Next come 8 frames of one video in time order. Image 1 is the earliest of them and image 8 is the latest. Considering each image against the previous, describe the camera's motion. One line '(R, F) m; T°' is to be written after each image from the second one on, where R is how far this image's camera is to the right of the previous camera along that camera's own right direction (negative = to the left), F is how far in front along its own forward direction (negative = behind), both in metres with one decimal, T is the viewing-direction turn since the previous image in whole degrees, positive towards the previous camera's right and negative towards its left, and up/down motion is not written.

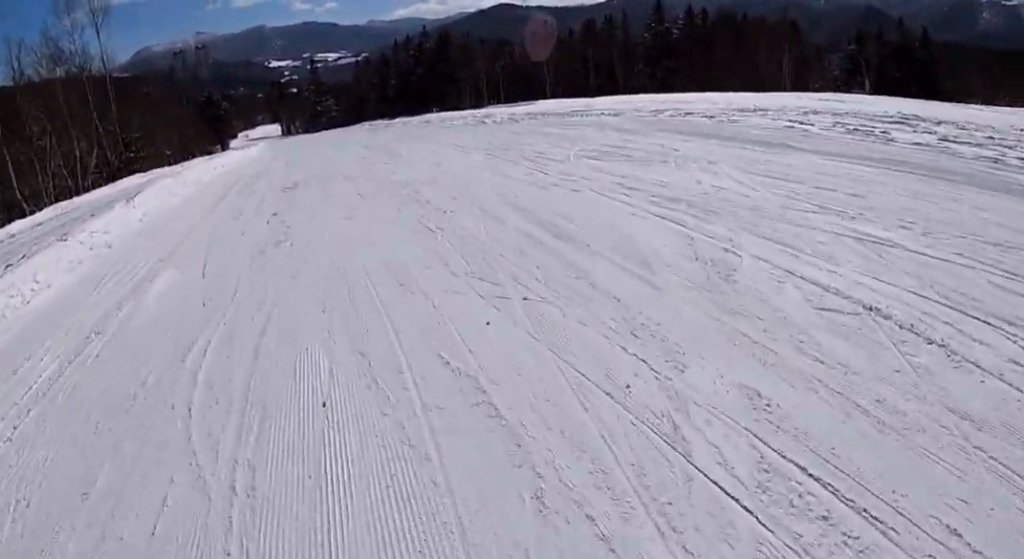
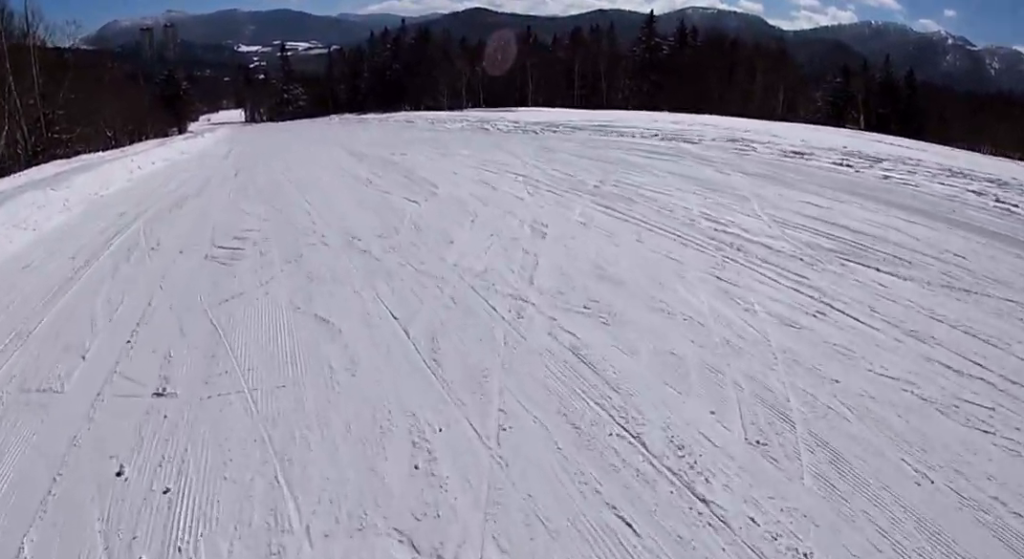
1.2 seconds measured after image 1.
(+0.1, +7.8) m; -3°
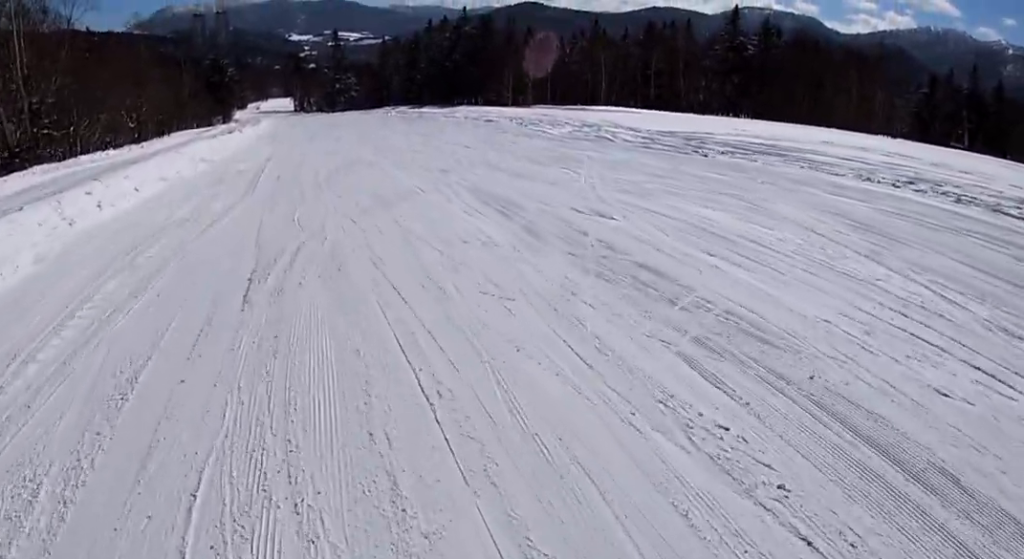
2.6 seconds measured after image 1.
(-0.3, +9.9) m; -3°
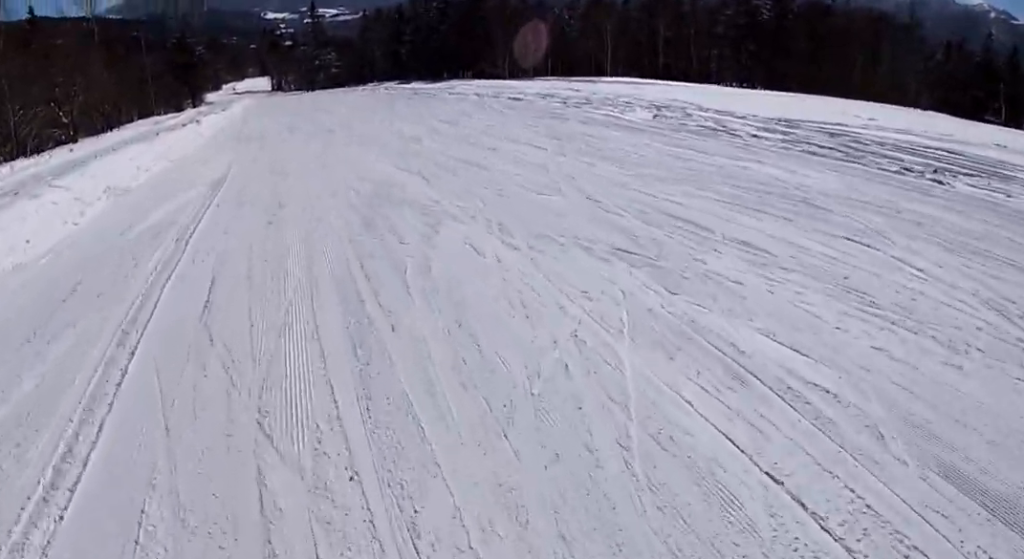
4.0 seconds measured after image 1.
(+0.4, +10.1) m; +3°
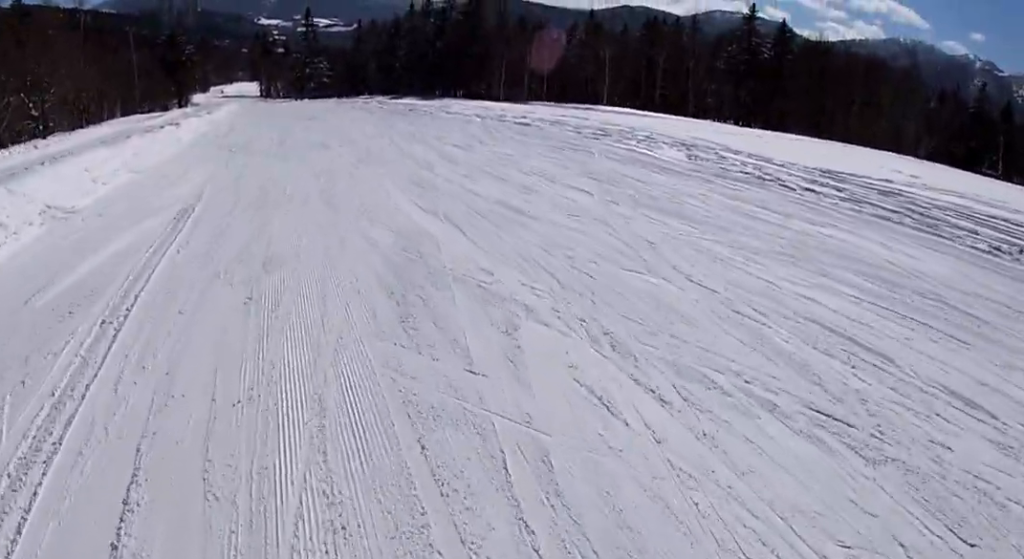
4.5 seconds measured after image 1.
(+0.6, +3.1) m; -3°
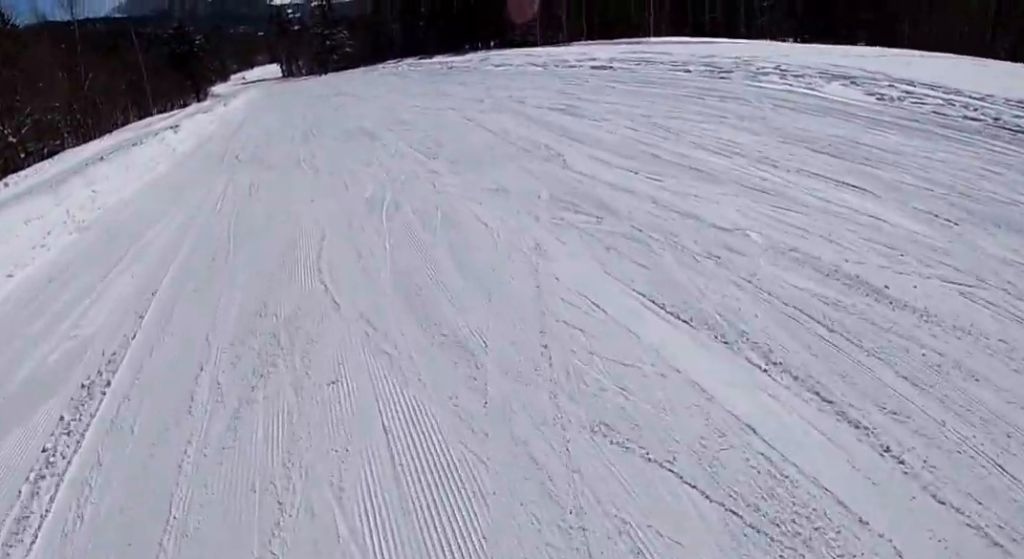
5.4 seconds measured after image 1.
(-1.2, +6.5) m; -1°
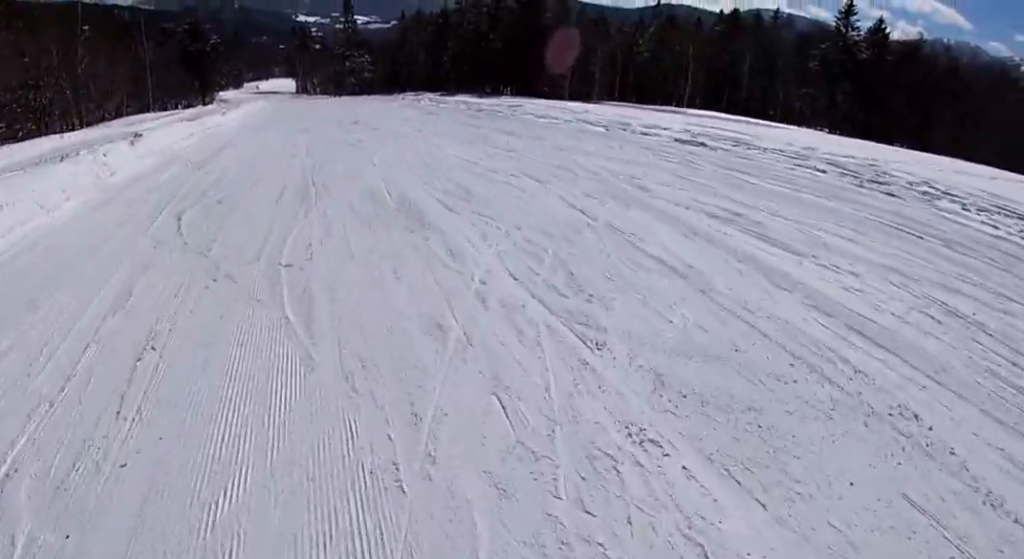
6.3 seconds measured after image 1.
(+0.7, +6.5) m; 0°
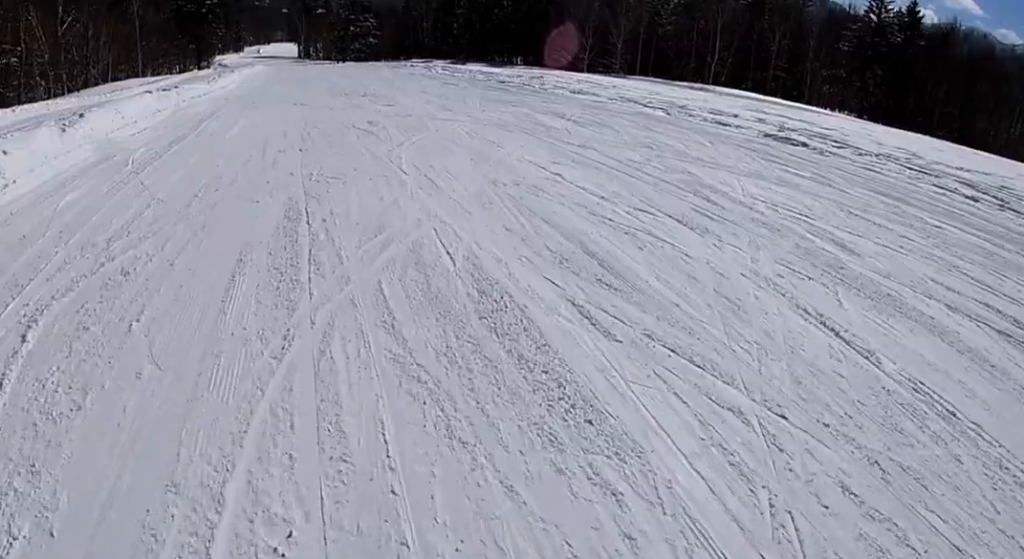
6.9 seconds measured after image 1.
(+0.2, +4.8) m; -1°
